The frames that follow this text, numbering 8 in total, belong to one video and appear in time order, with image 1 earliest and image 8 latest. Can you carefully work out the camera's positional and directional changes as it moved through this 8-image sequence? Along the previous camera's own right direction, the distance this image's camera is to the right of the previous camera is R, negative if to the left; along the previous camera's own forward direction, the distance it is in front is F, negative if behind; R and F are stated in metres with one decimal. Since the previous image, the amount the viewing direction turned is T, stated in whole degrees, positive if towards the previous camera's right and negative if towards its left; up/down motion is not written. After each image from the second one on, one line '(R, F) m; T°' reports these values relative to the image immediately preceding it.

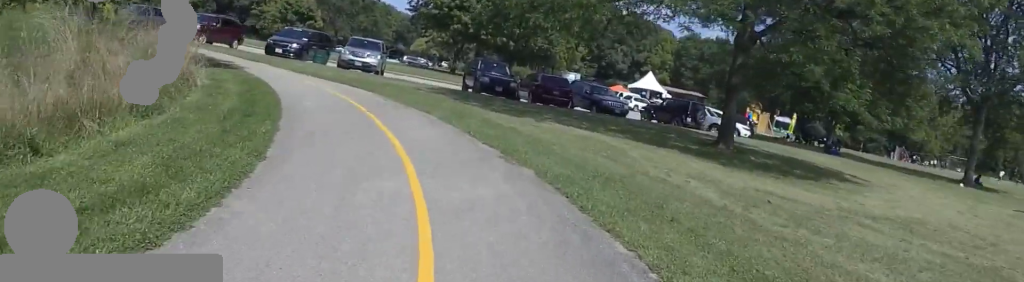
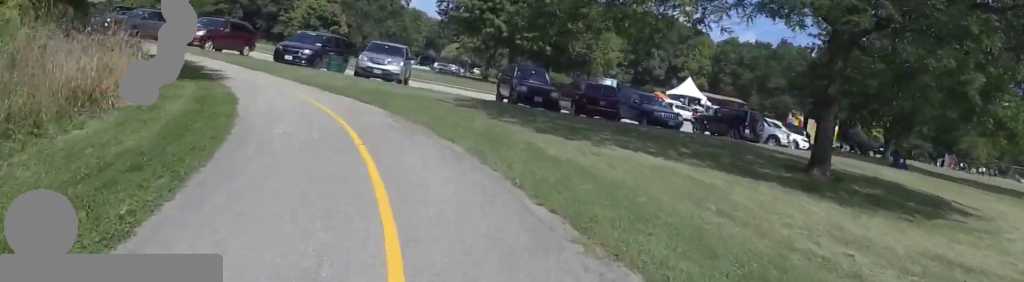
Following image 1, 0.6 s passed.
(-0.1, +3.6) m; -5°
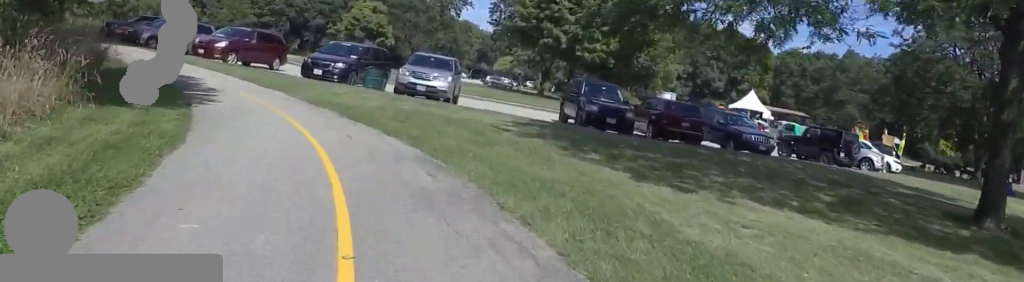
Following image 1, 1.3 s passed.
(+0.5, +4.0) m; -5°
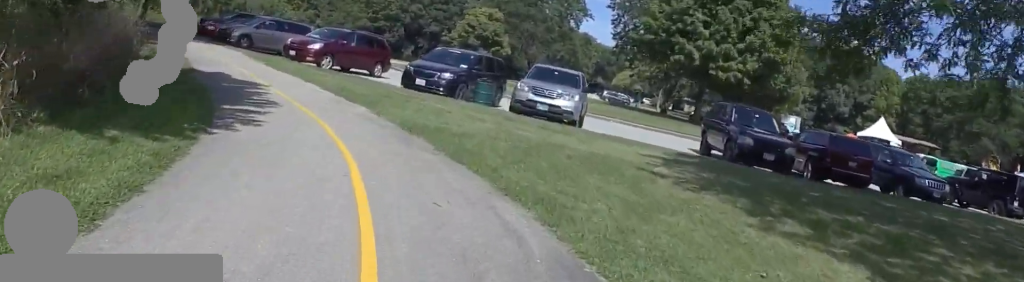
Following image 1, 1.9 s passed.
(-0.8, +3.5) m; -9°
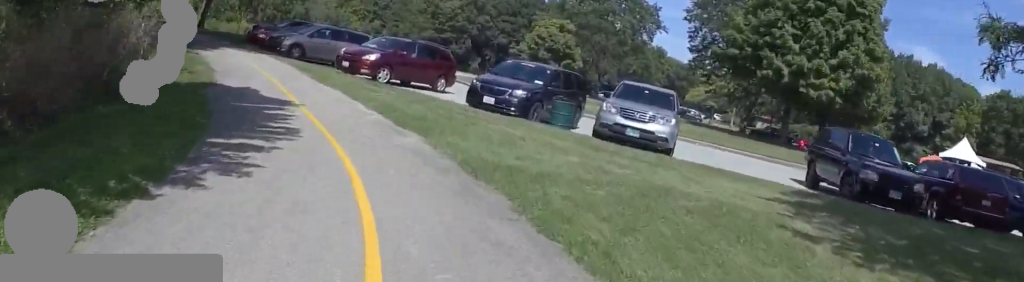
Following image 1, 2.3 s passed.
(-0.2, +2.8) m; -7°
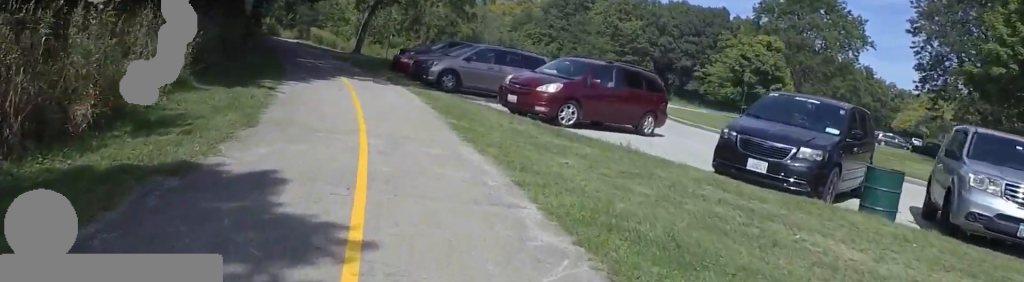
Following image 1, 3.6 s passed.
(-0.6, +7.5) m; -14°
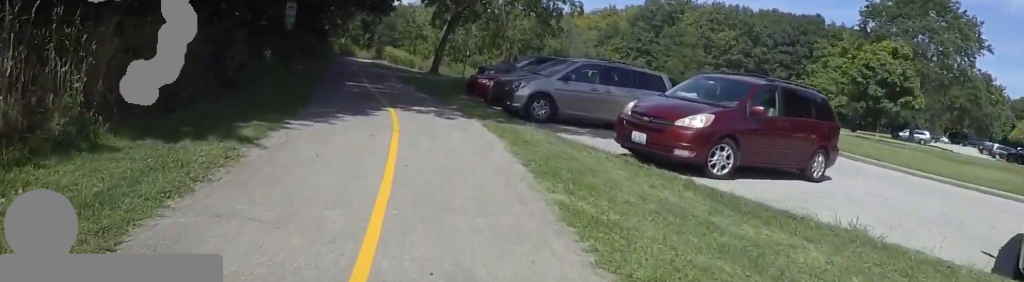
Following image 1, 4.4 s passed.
(-0.5, +4.9) m; -13°
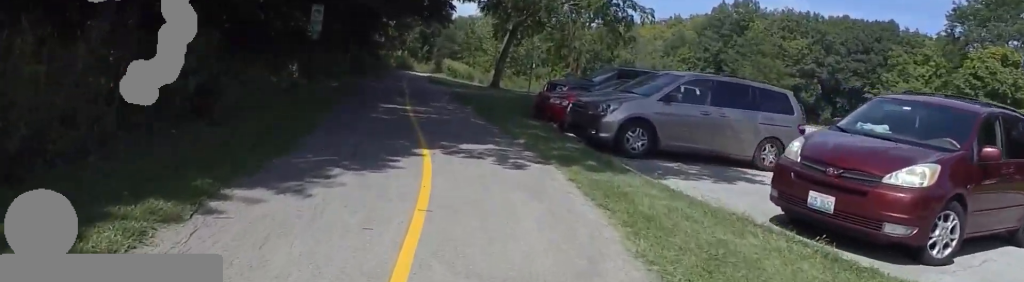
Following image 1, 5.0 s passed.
(-0.6, +3.8) m; -6°
